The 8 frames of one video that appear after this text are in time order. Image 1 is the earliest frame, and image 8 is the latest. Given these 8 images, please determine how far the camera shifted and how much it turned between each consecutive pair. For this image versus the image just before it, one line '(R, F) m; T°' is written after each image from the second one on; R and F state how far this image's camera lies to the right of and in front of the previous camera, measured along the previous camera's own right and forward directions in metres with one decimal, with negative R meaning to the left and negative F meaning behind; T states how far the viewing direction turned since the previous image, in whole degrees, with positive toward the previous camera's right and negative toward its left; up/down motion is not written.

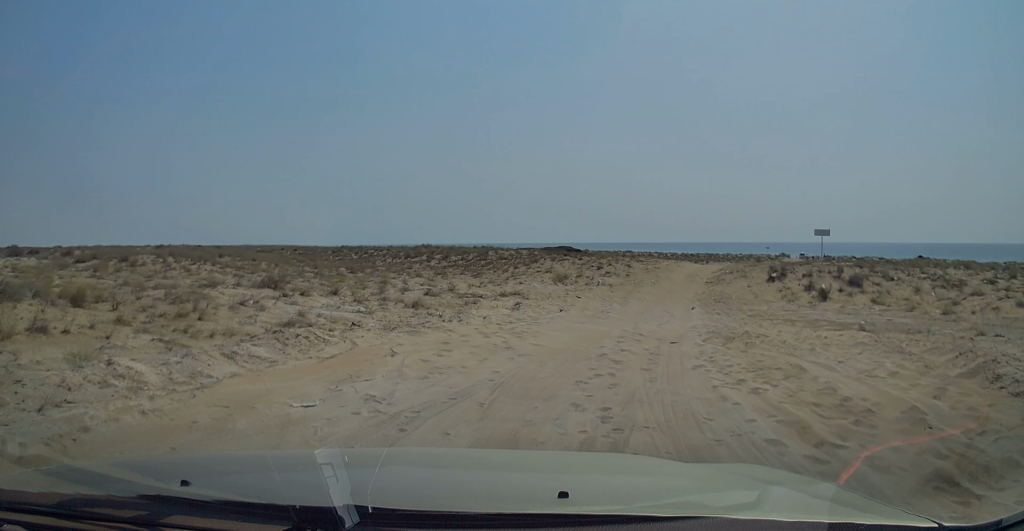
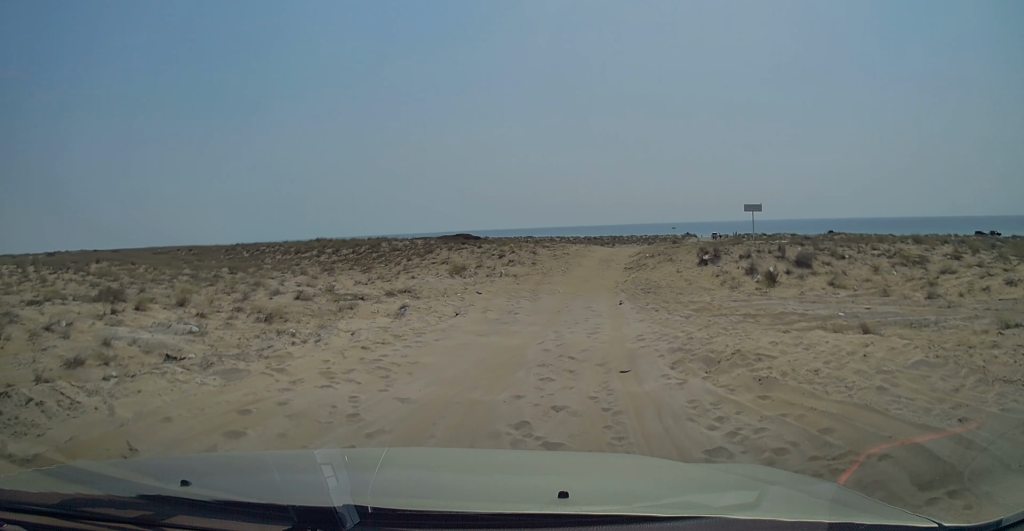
(+0.5, +4.4) m; +13°
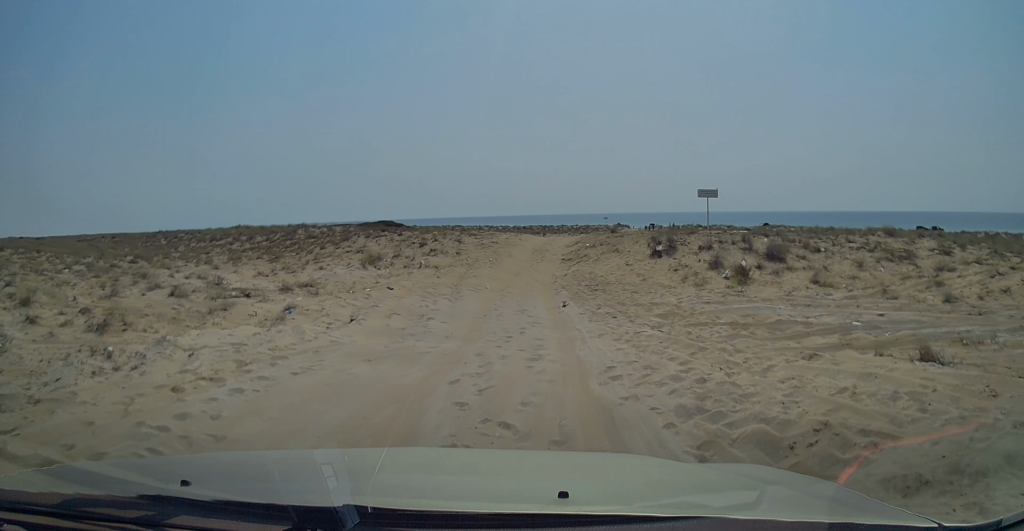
(+0.3, +4.1) m; +6°
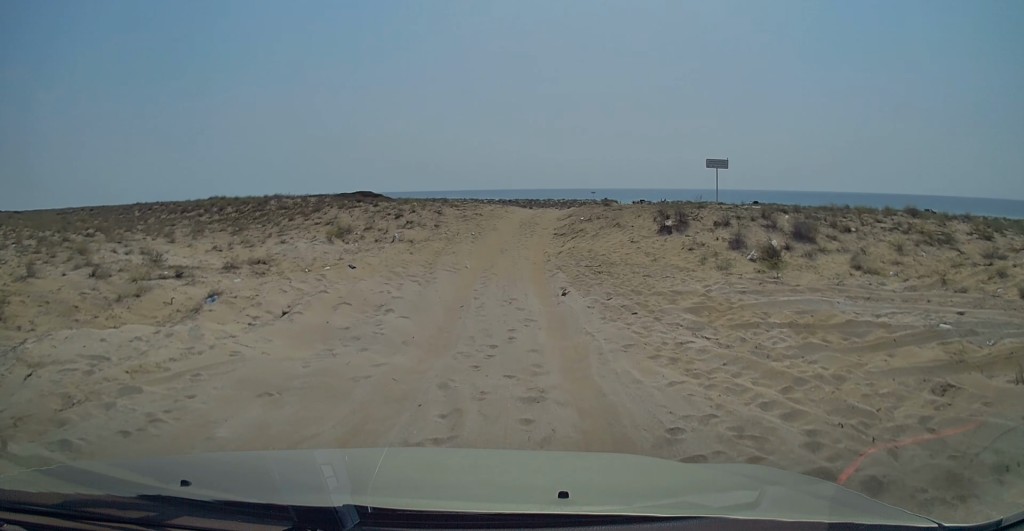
(0.0, +3.3) m; +3°
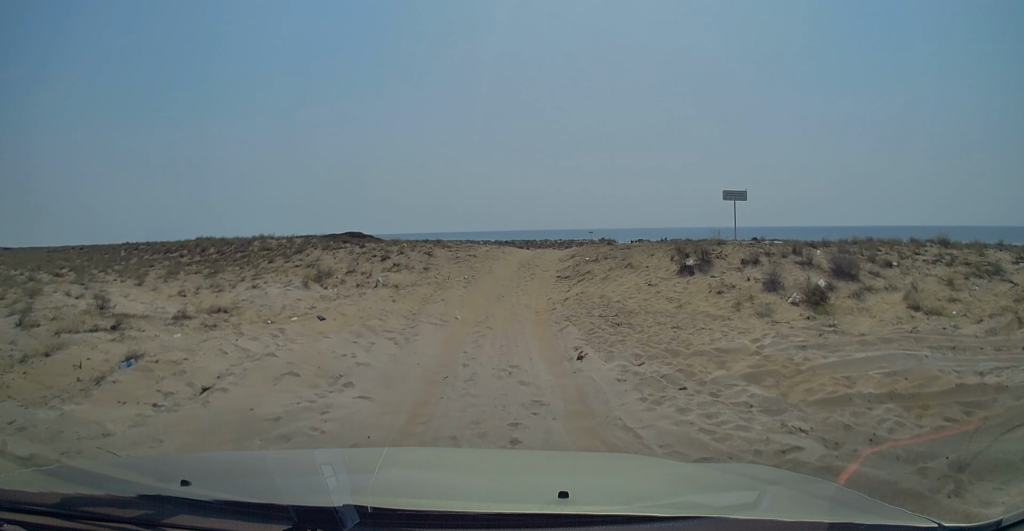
(+0.1, +2.9) m; +2°
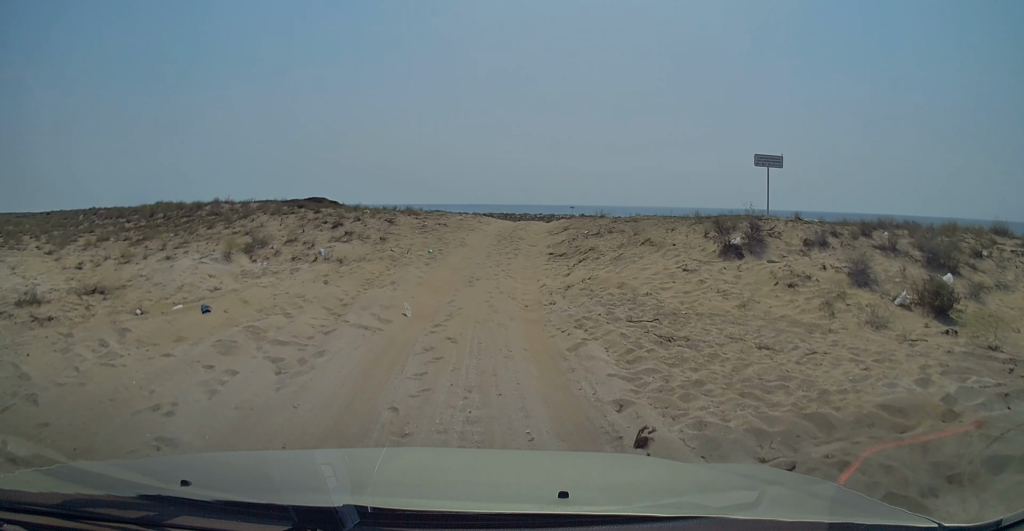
(-0.2, +5.2) m; -5°
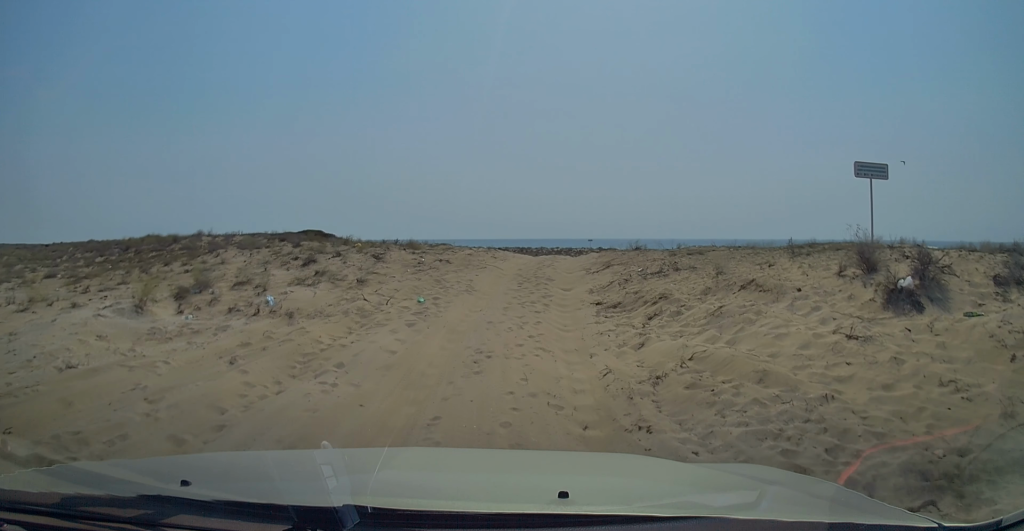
(-0.3, +5.4) m; -2°
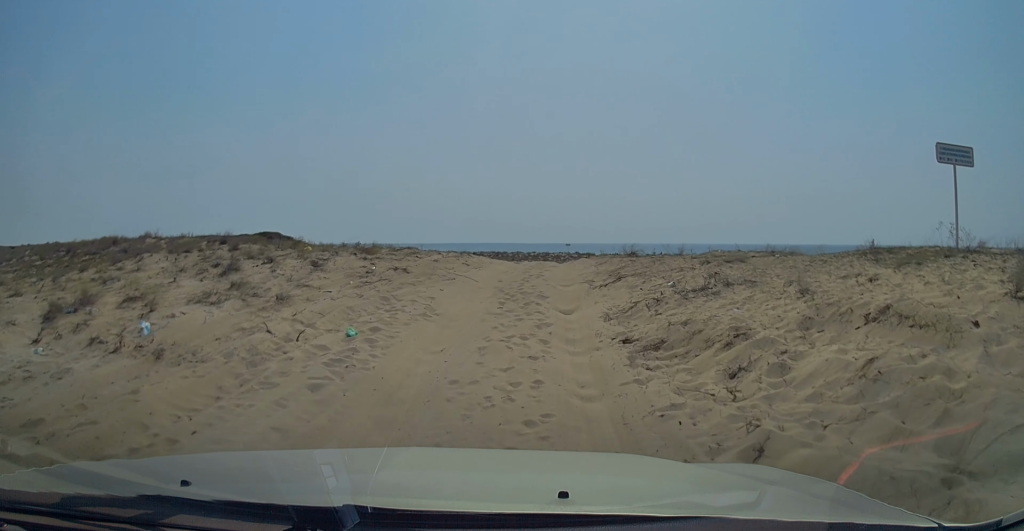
(0.0, +4.1) m; +3°
